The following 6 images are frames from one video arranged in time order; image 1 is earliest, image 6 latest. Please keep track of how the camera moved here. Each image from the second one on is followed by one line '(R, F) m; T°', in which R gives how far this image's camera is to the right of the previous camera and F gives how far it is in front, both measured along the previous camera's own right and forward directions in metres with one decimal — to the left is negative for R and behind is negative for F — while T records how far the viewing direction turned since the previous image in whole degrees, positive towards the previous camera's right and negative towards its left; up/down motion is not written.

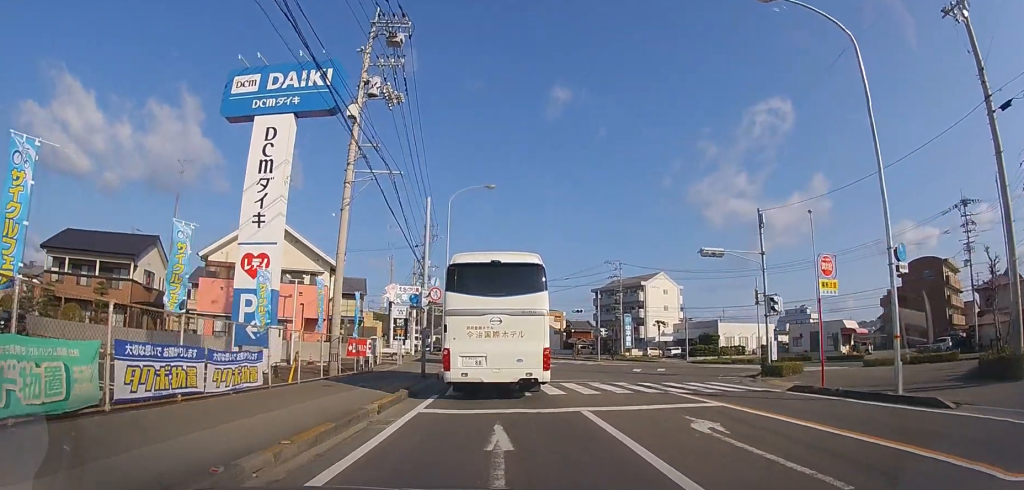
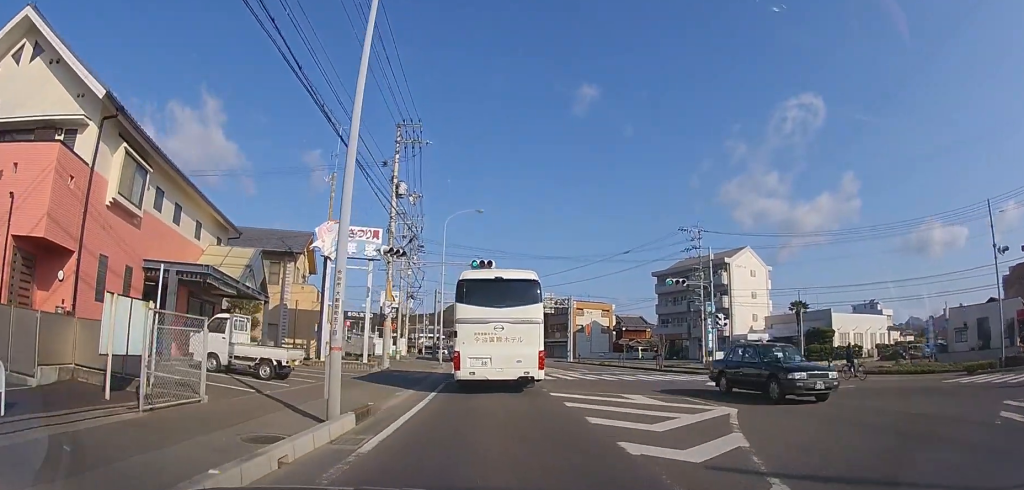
(-0.7, +24.7) m; -4°
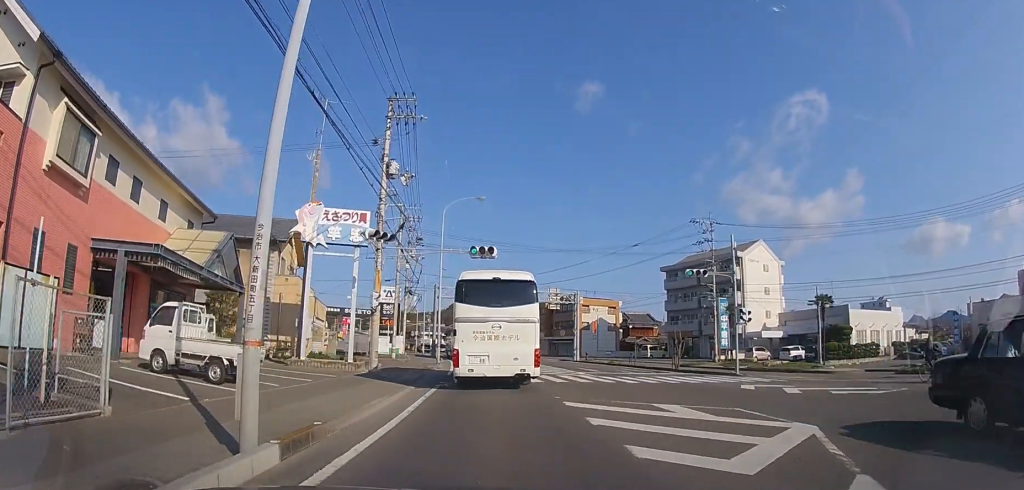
(0.0, +2.8) m; -1°
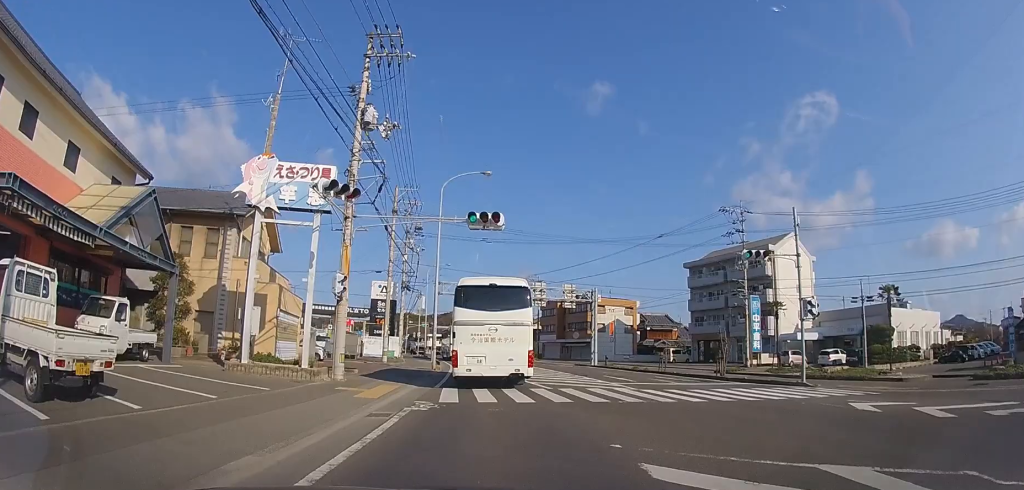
(-0.1, +6.0) m; -1°
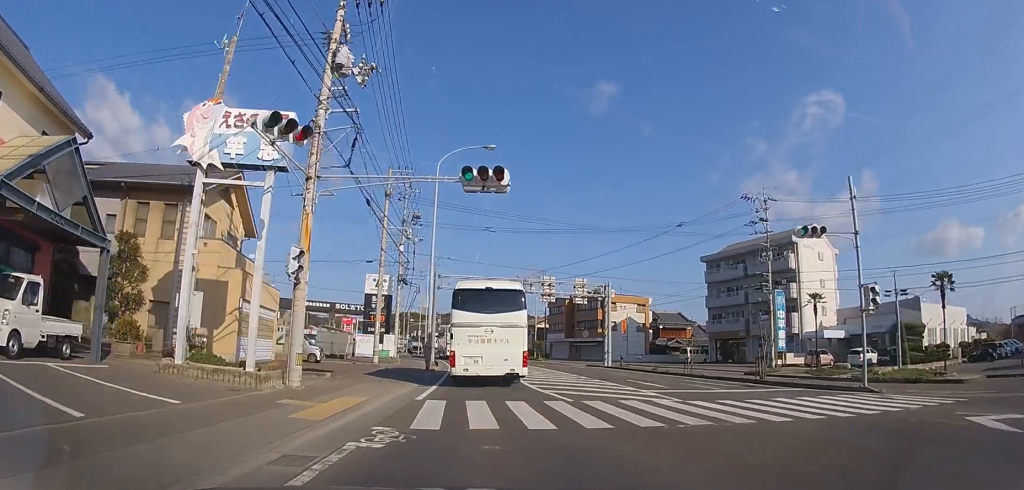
(0.0, +4.1) m; -1°
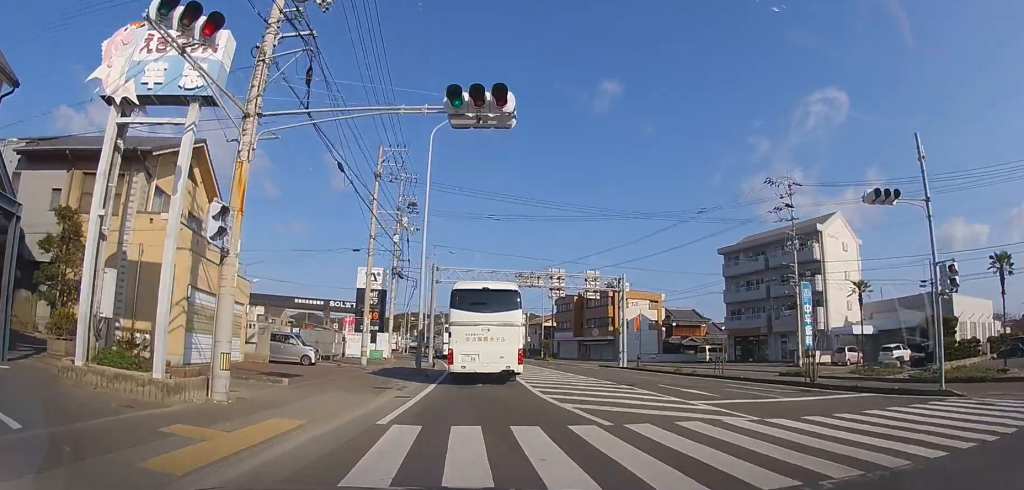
(0.0, +3.7) m; -1°
